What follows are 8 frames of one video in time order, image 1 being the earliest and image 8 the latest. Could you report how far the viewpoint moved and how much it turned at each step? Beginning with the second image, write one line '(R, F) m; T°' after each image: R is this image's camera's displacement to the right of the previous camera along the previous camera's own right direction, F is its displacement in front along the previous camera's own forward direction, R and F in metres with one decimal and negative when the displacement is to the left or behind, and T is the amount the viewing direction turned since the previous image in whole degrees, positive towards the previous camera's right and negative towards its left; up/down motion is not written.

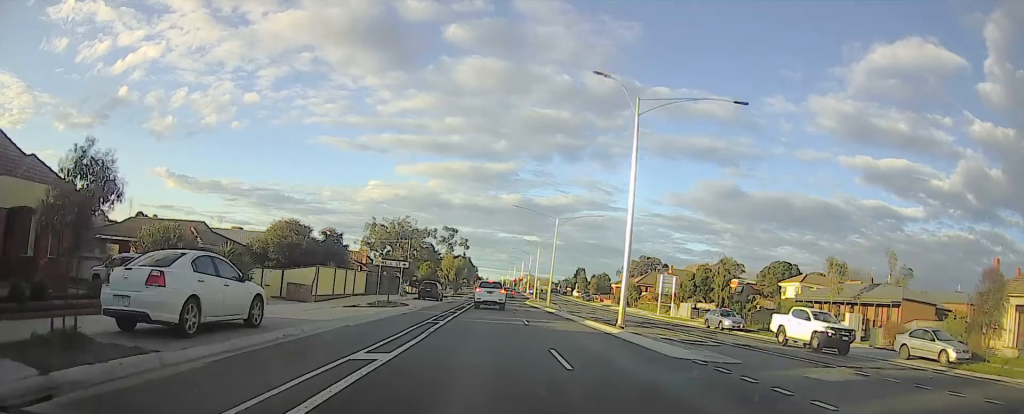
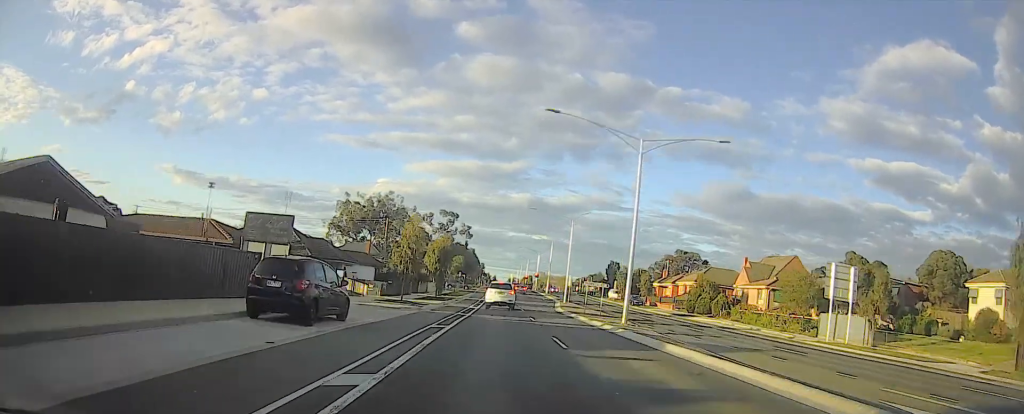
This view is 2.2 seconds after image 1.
(-0.2, +34.0) m; -1°
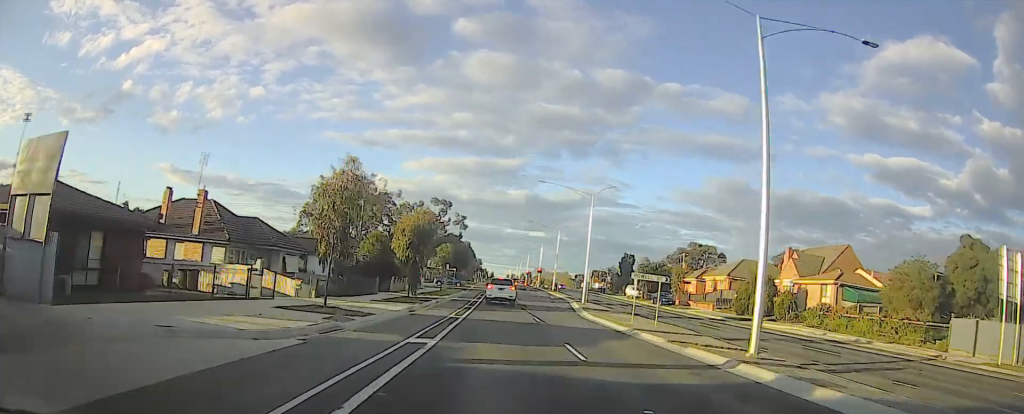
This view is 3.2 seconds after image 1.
(0.0, +14.8) m; 0°
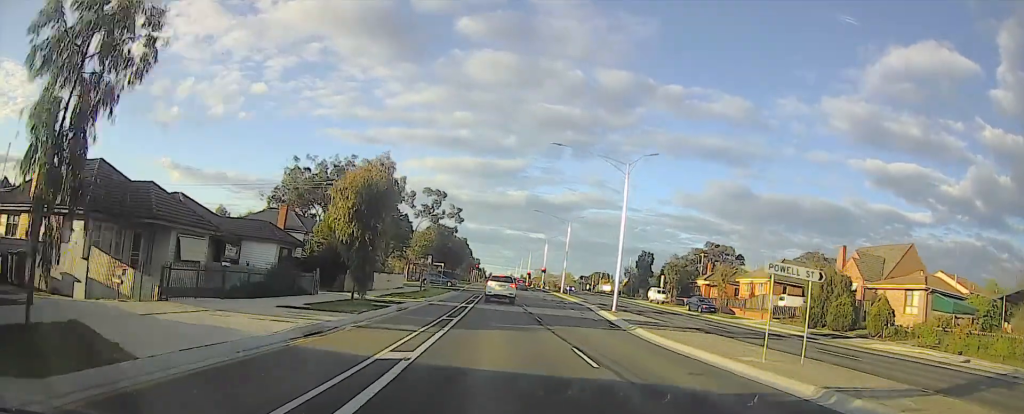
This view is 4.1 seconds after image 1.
(0.0, +13.3) m; 0°
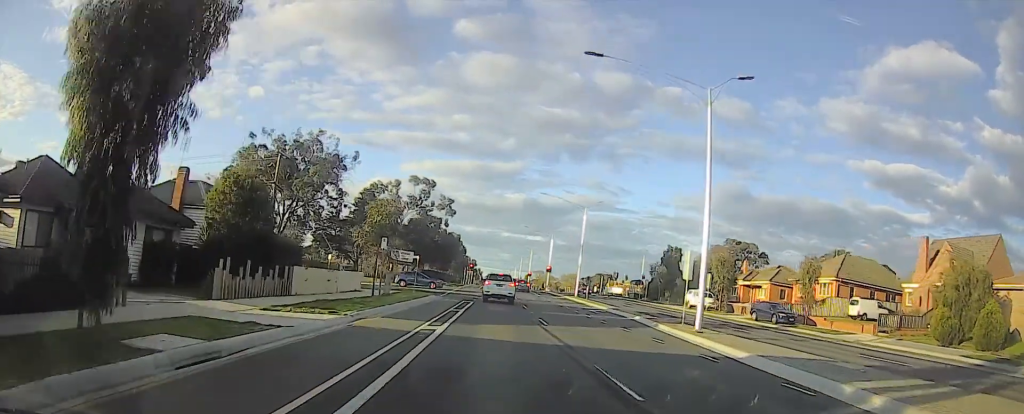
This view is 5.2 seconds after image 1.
(0.0, +15.0) m; 0°
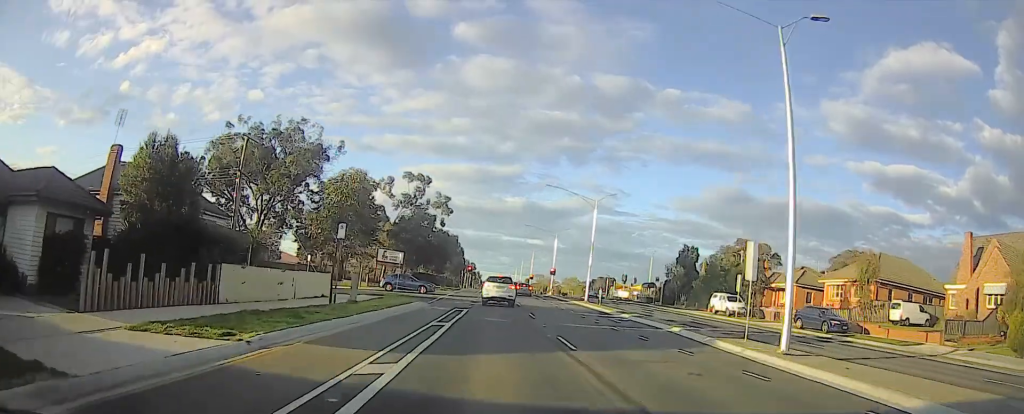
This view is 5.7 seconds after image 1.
(0.0, +6.6) m; 0°
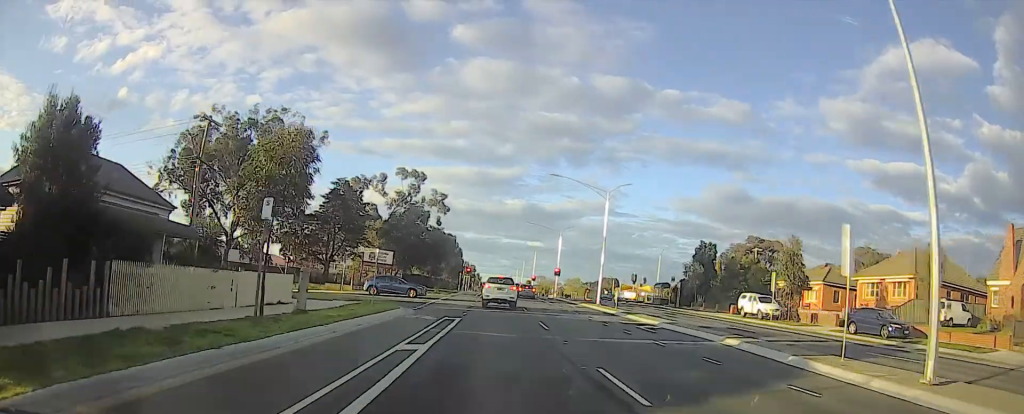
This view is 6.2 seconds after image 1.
(0.0, +5.7) m; 0°
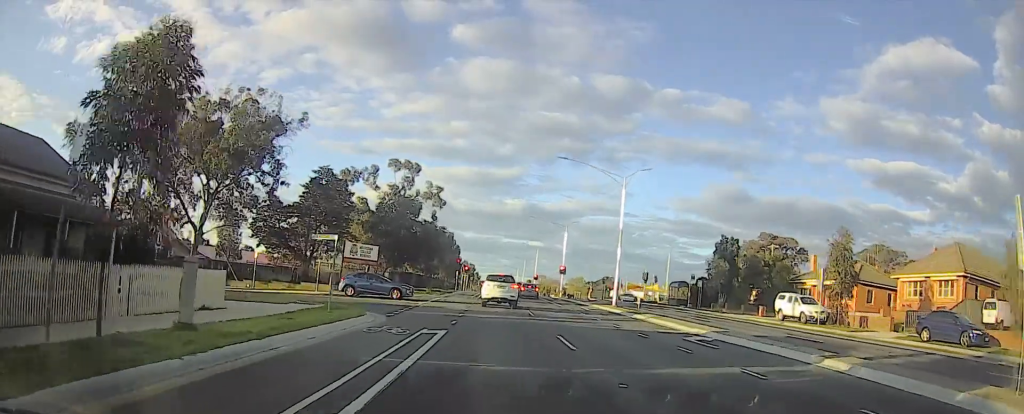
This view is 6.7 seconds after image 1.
(0.0, +6.5) m; 0°
